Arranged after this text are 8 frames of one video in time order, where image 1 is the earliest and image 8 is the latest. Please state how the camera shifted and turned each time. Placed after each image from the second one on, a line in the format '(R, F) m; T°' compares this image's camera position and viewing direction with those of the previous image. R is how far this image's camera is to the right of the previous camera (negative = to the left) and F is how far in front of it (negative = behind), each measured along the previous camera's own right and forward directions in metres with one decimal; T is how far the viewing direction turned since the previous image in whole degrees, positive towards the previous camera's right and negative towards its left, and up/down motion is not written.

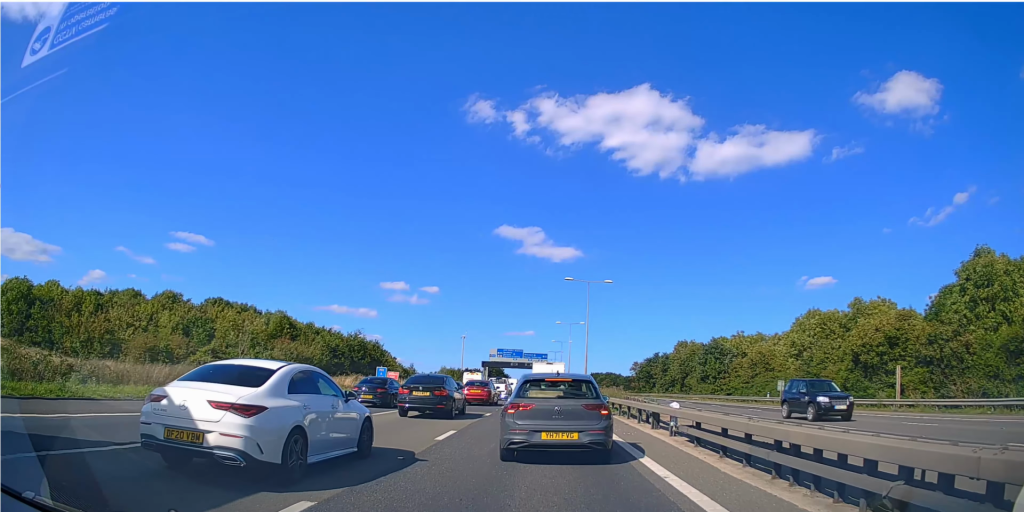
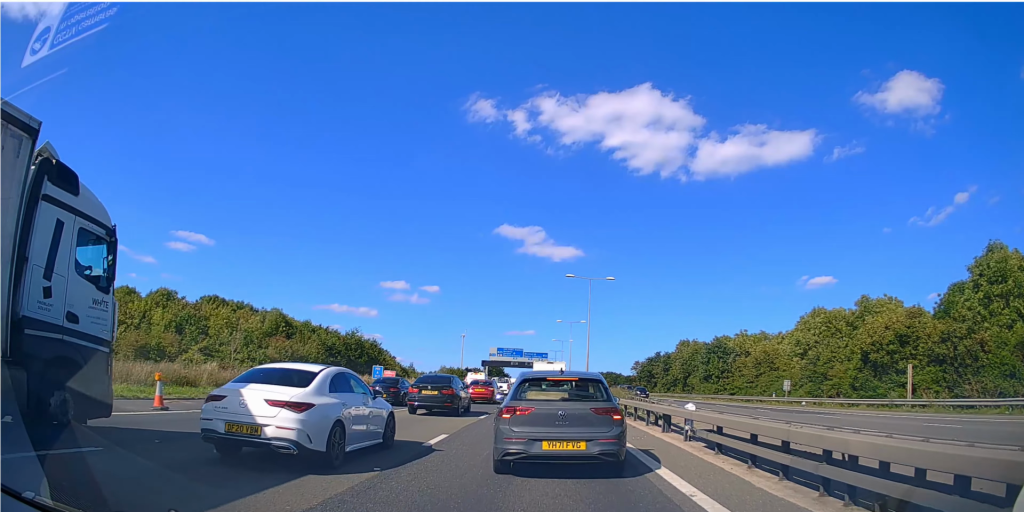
(0.0, +1.3) m; +1°
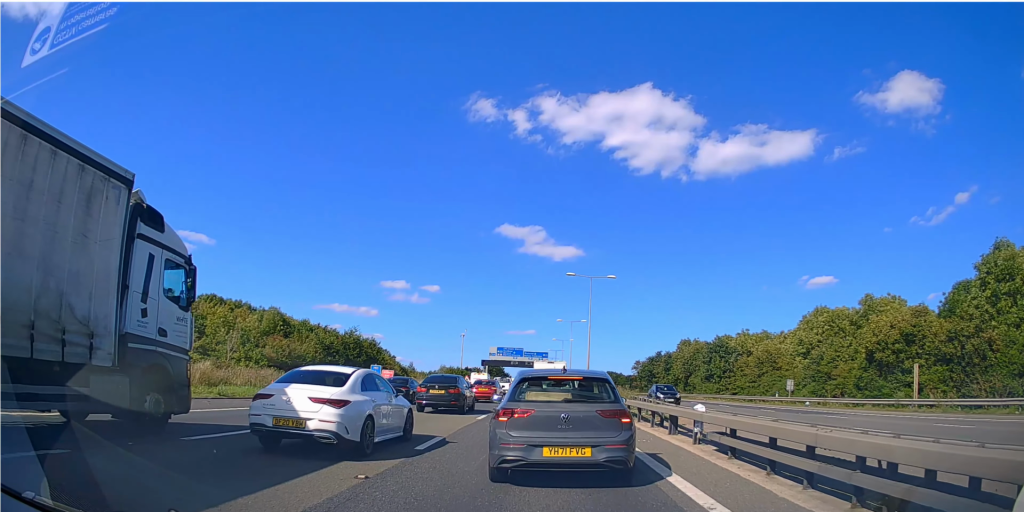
(+0.1, +0.8) m; 0°
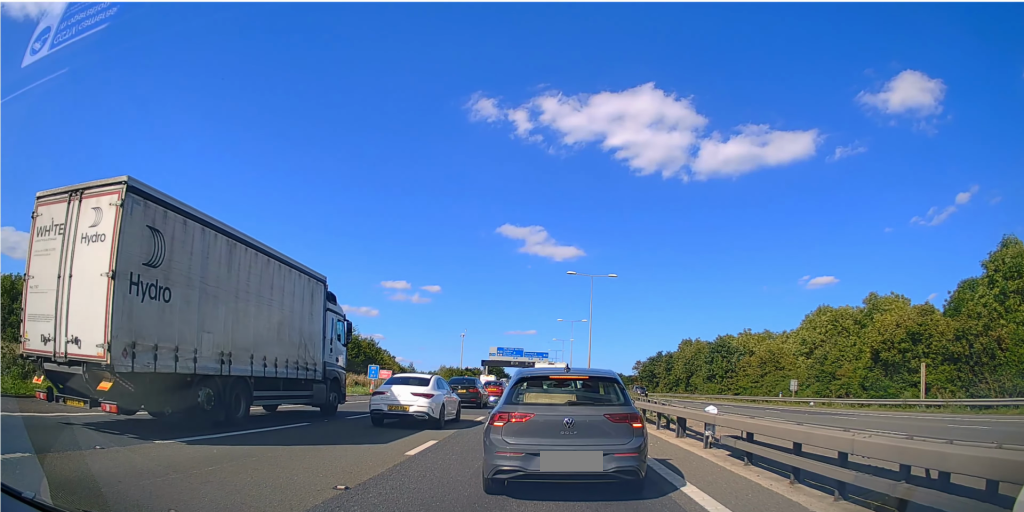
(-0.1, +1.3) m; 0°
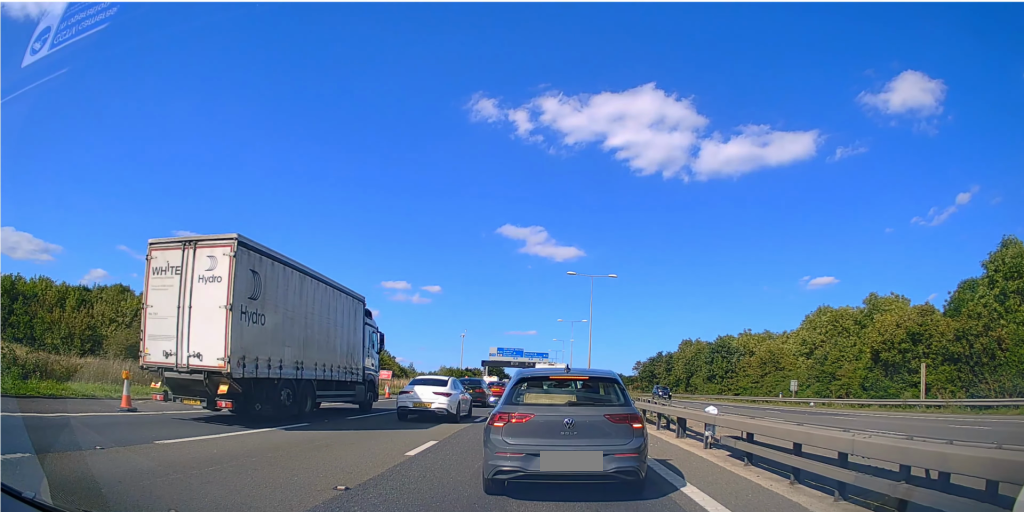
(0.0, +0.1) m; 0°
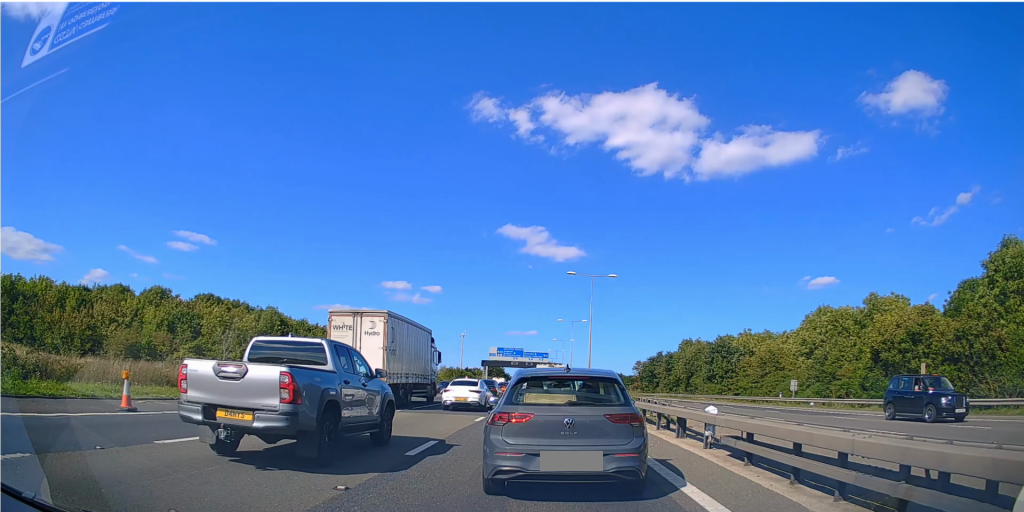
(+0.2, +0.2) m; 0°
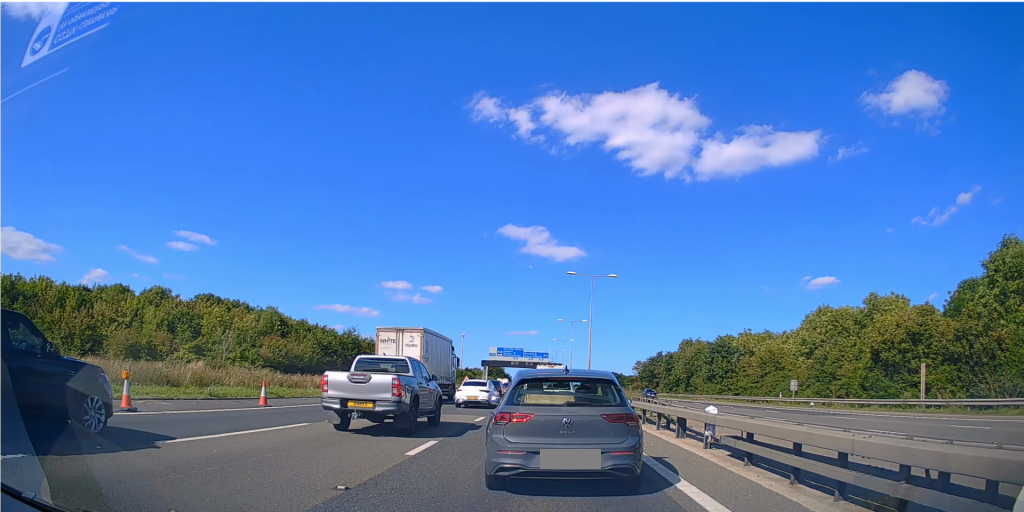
(0.0, +0.2) m; 0°
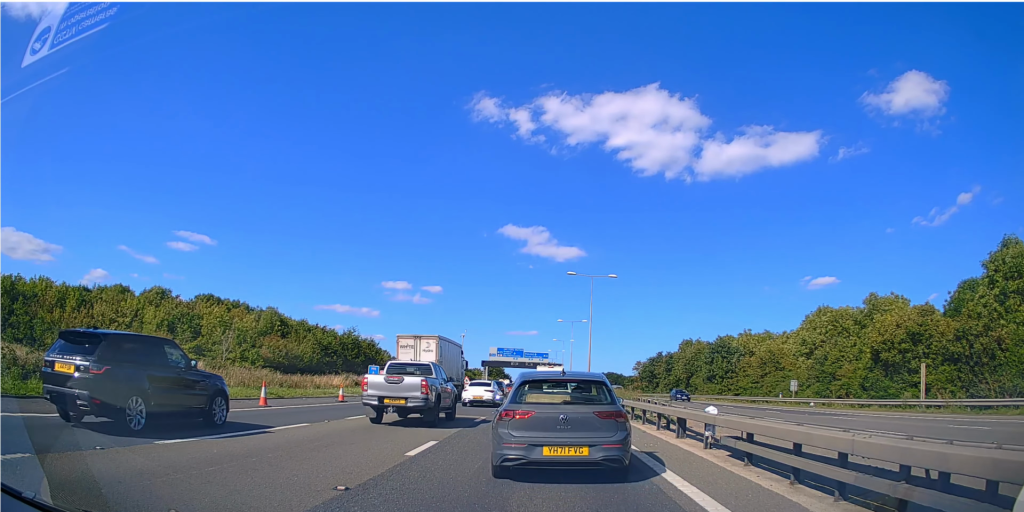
(0.0, +0.2) m; 0°
